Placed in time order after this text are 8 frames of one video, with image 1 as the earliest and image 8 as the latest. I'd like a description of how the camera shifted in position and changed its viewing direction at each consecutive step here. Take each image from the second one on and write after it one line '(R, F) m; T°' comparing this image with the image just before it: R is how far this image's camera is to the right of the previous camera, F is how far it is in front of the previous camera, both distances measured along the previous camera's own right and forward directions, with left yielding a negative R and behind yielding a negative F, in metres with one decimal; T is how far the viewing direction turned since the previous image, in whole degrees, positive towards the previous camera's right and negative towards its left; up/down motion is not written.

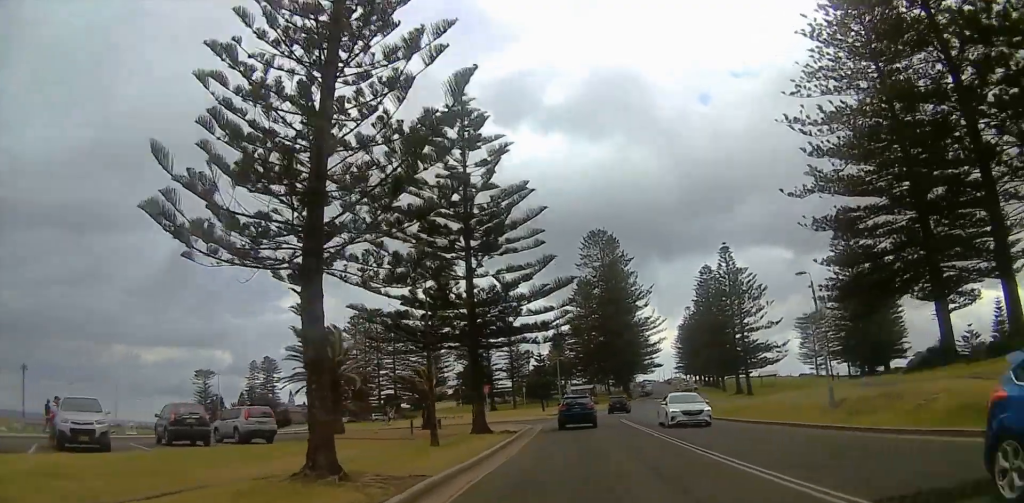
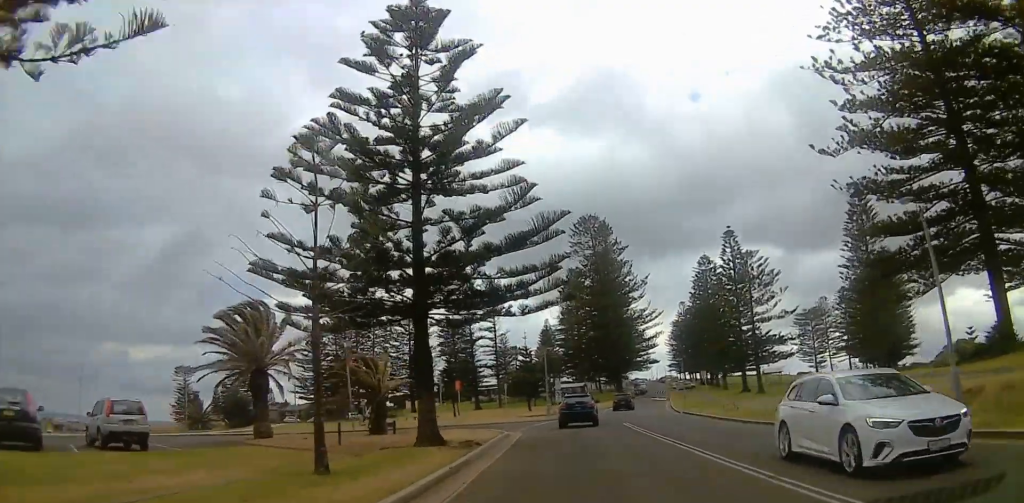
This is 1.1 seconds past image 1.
(-0.2, +9.4) m; +3°
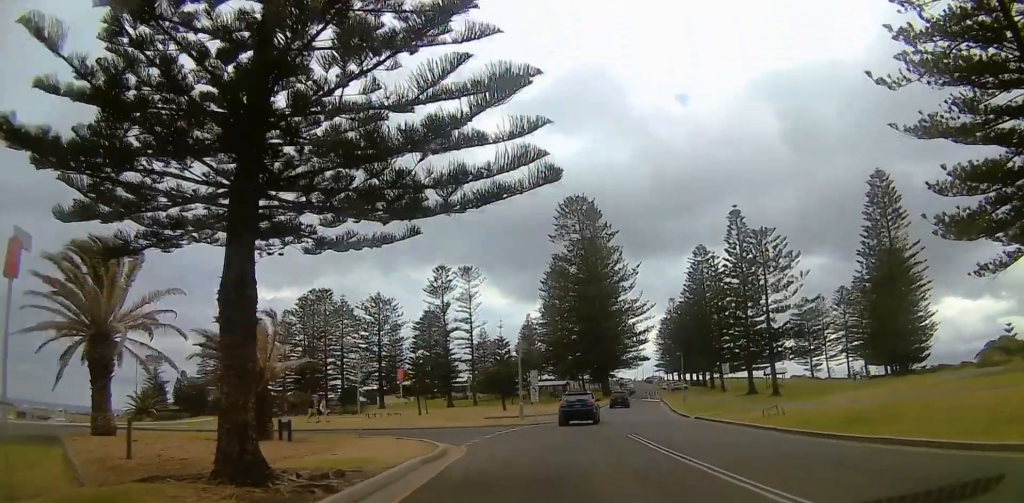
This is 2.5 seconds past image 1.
(+0.9, +11.3) m; +5°
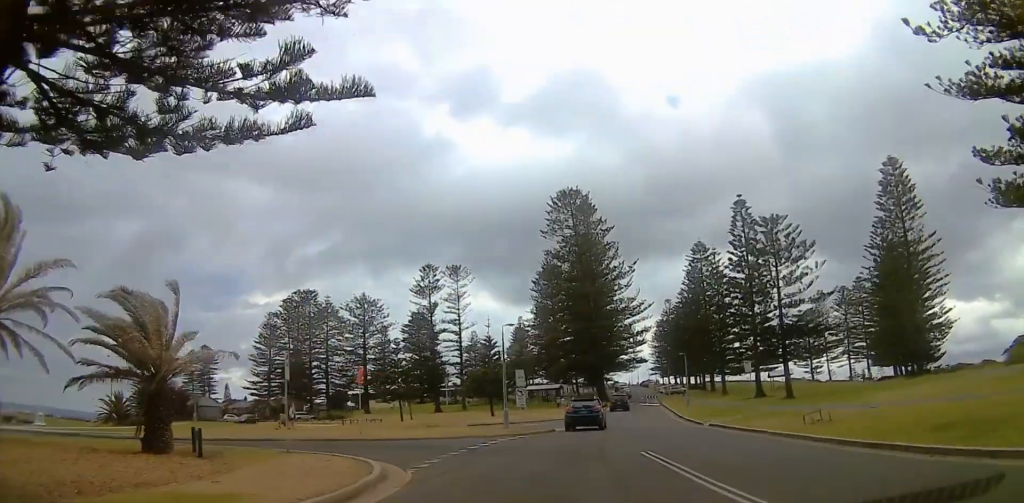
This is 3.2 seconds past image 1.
(0.0, +6.0) m; 0°
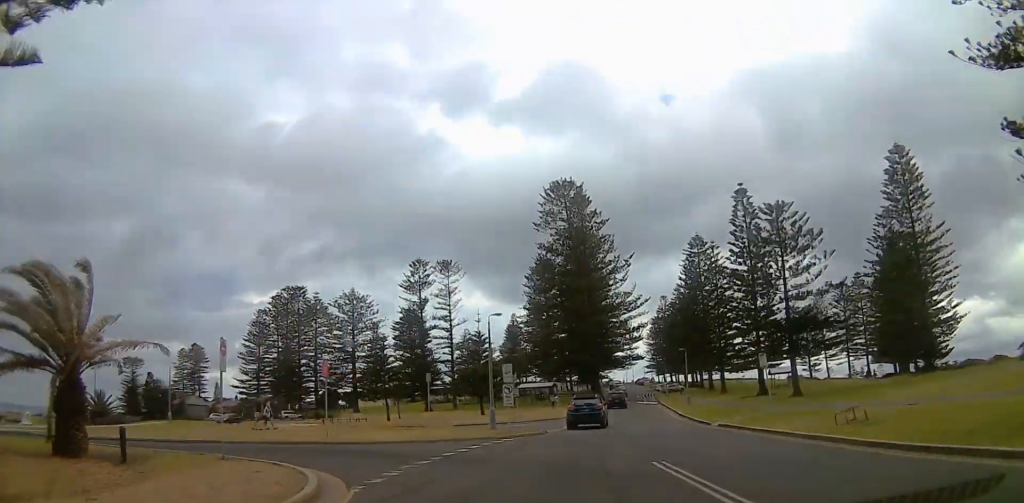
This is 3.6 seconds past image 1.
(0.0, +3.3) m; 0°
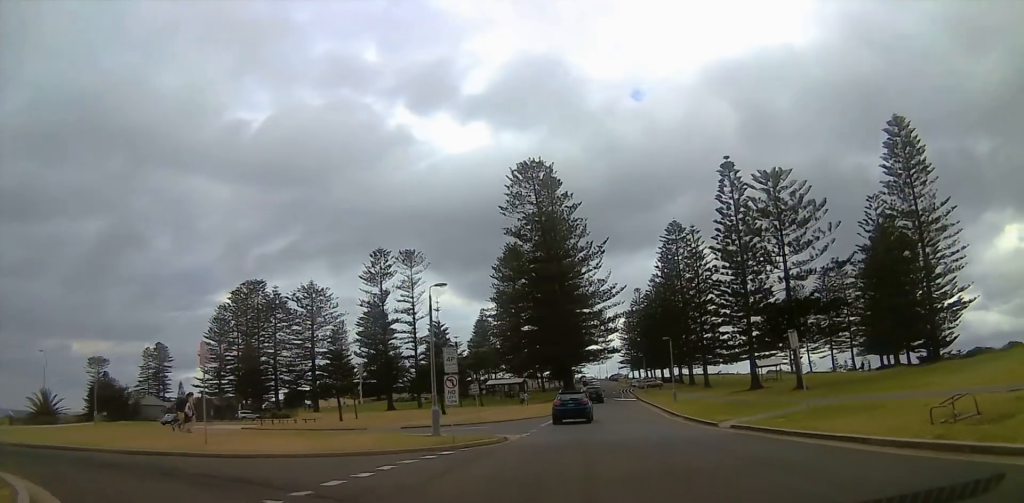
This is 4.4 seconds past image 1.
(0.0, +7.0) m; 0°
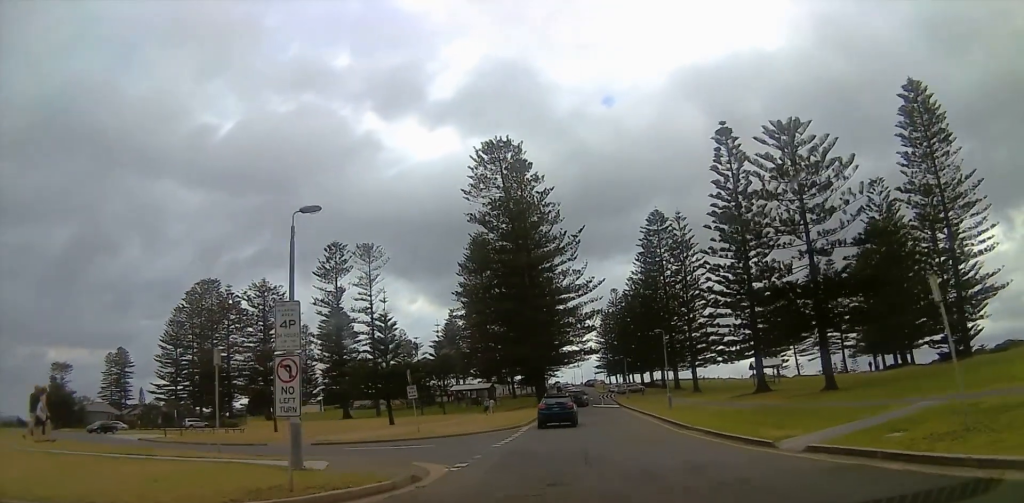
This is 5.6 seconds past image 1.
(0.0, +9.6) m; 0°
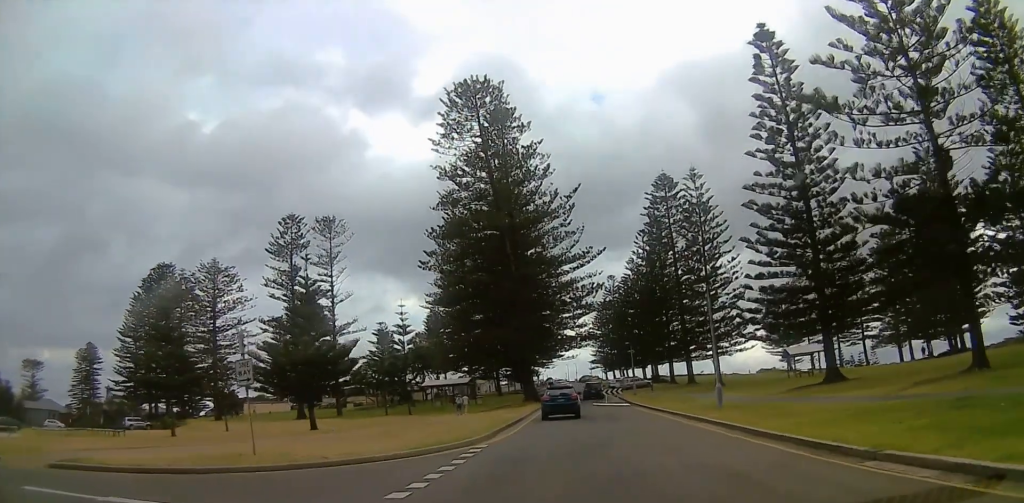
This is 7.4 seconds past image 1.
(0.0, +15.2) m; 0°
